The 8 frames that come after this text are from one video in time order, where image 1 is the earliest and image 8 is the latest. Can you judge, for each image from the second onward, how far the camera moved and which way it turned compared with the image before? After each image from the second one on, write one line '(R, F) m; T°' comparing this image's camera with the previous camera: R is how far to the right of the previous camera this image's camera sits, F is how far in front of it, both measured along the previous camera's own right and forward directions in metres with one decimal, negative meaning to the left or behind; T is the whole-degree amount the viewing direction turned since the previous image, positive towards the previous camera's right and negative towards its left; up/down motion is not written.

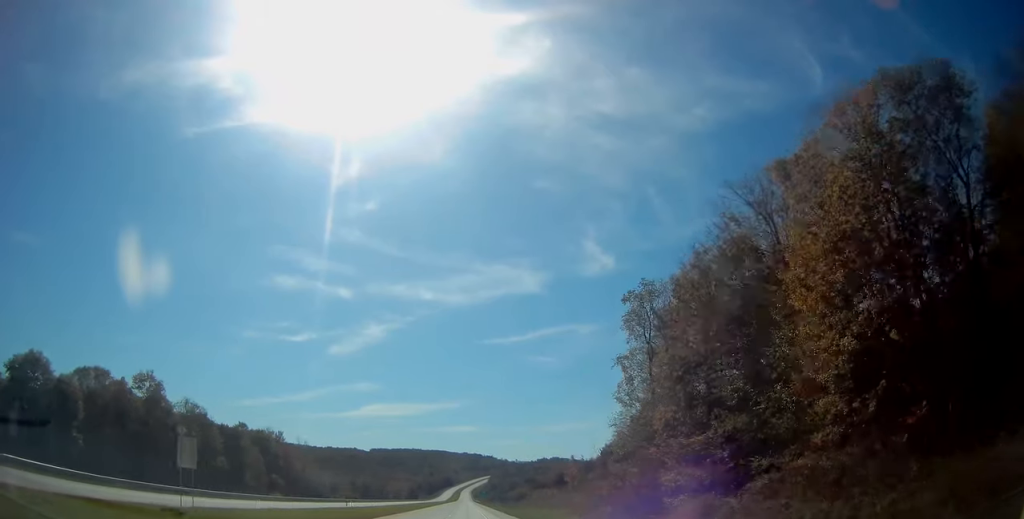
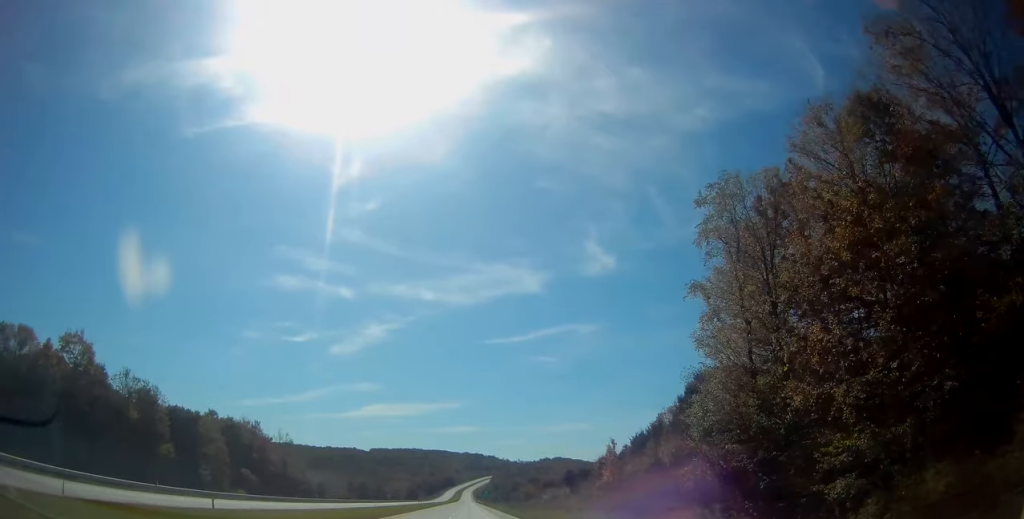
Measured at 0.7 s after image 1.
(0.0, +20.7) m; 0°
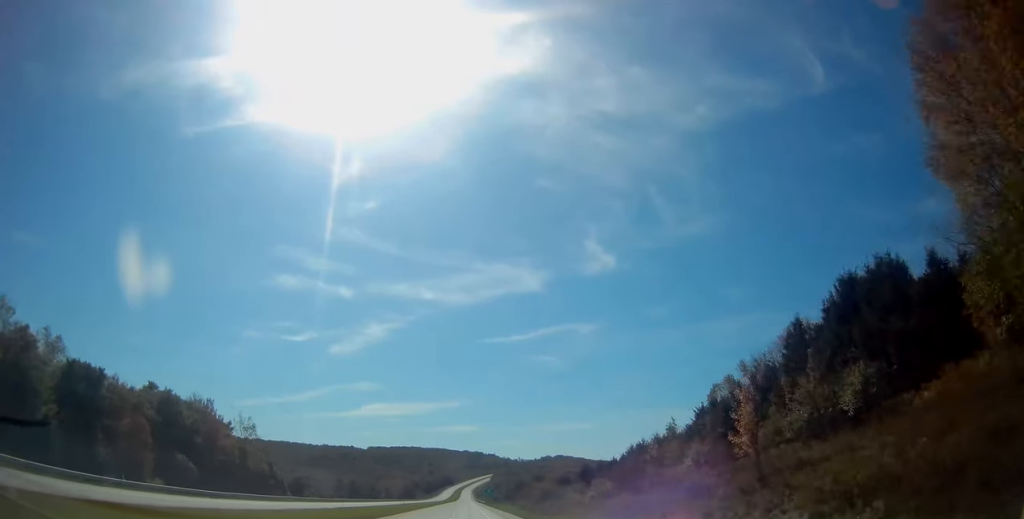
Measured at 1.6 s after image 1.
(-0.2, +29.1) m; 0°
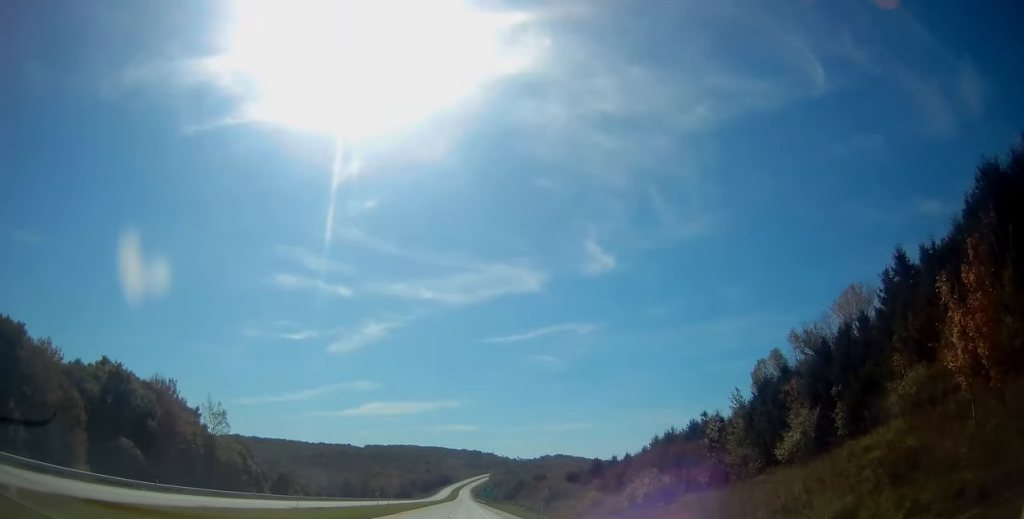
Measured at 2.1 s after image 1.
(0.0, +16.6) m; 0°
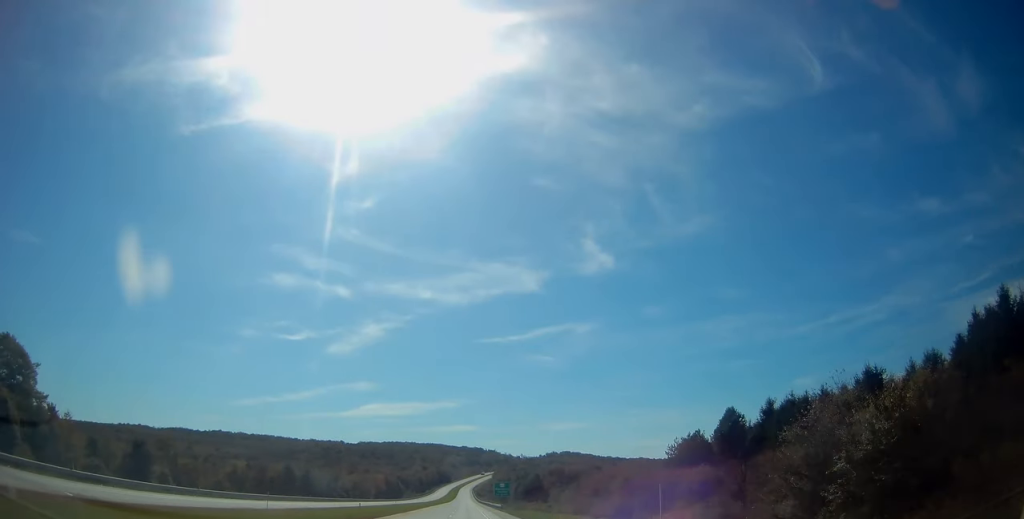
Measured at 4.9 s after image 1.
(+0.7, +86.2) m; 0°
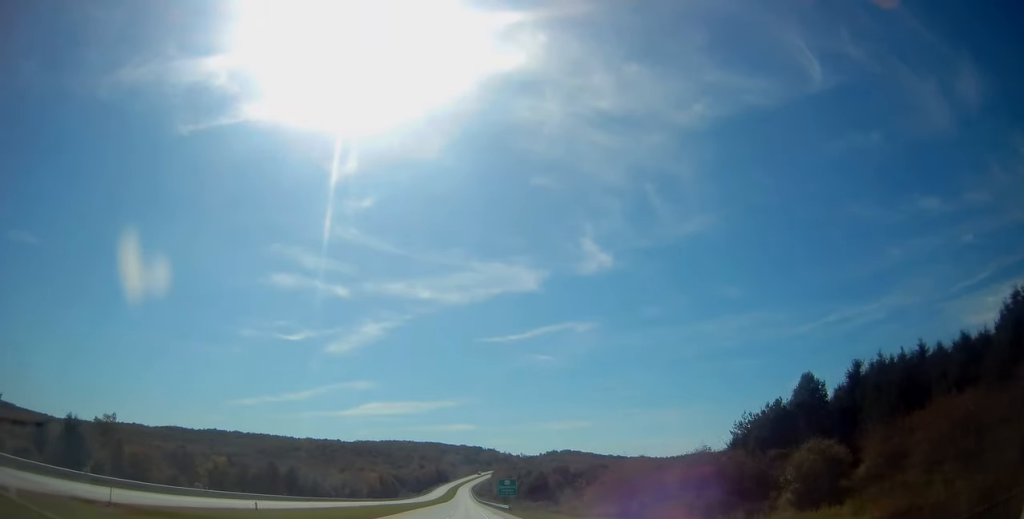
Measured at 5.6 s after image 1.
(0.0, +20.7) m; 0°
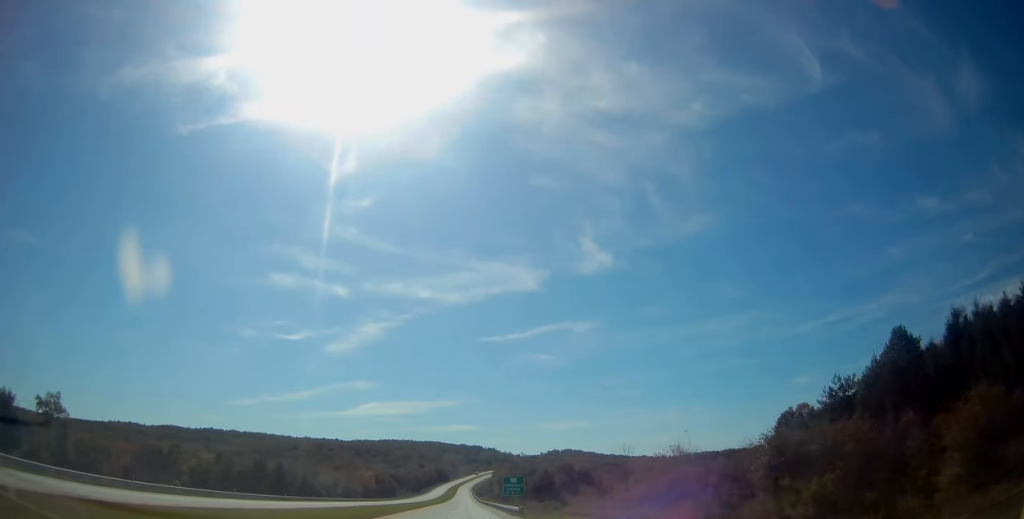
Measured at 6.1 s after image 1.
(0.0, +16.6) m; 0°
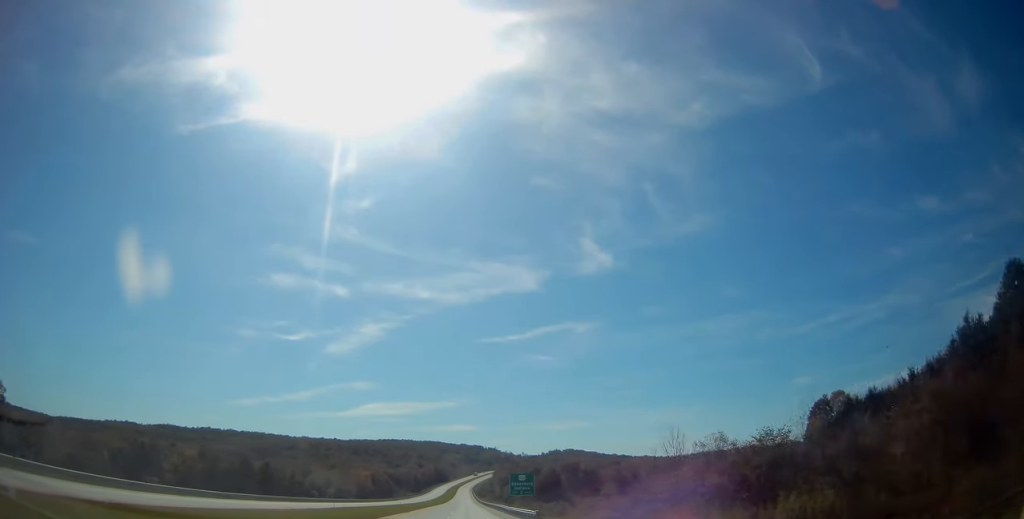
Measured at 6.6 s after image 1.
(-0.2, +15.6) m; 0°
